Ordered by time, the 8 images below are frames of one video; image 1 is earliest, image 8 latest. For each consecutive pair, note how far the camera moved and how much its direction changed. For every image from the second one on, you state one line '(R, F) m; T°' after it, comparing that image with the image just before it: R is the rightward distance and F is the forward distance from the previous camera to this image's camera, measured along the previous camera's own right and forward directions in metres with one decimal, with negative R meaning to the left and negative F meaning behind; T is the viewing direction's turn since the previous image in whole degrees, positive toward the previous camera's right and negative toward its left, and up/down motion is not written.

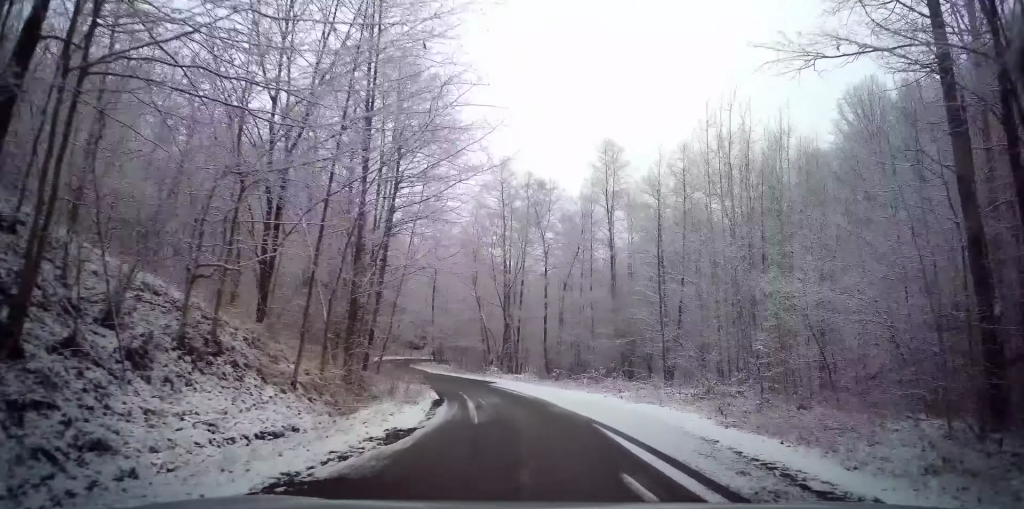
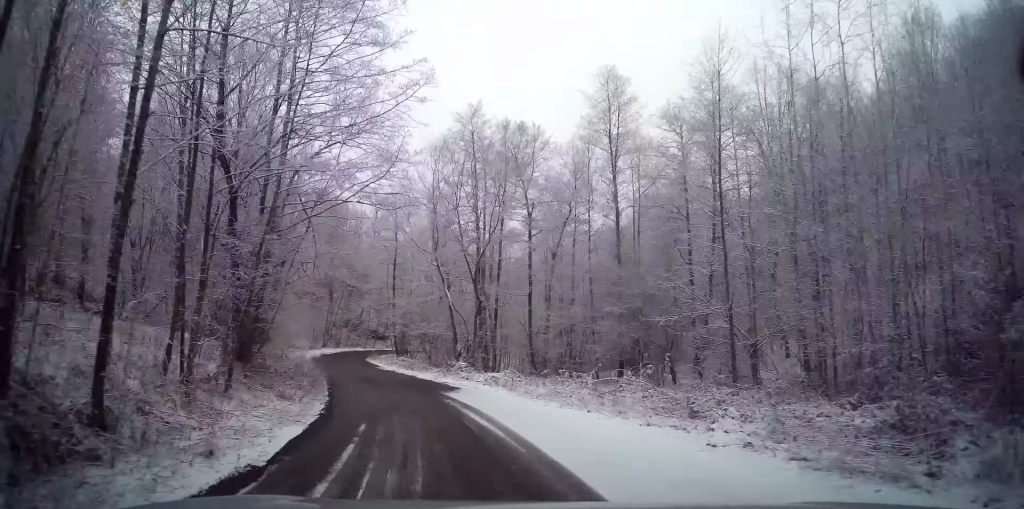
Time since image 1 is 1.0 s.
(+0.7, +11.8) m; +7°
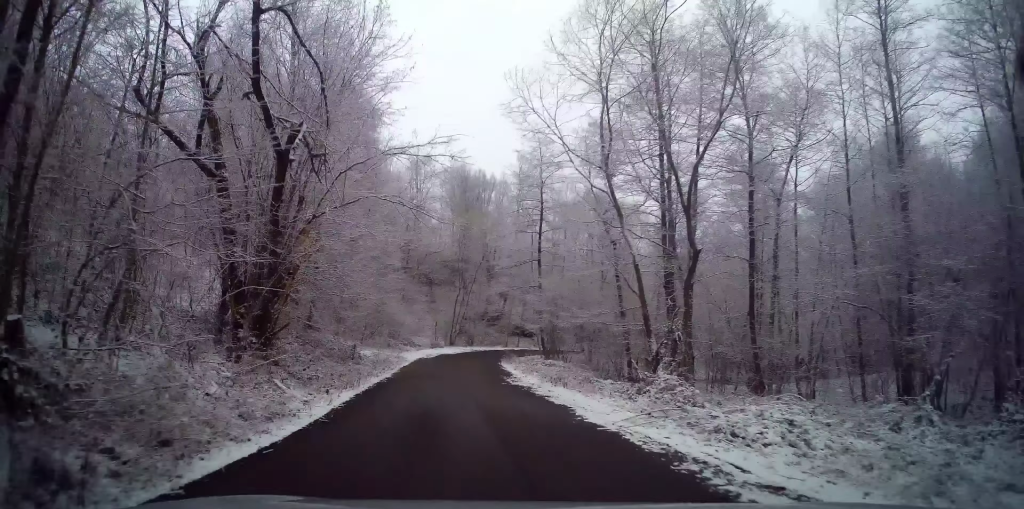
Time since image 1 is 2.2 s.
(+0.3, +14.4) m; -6°
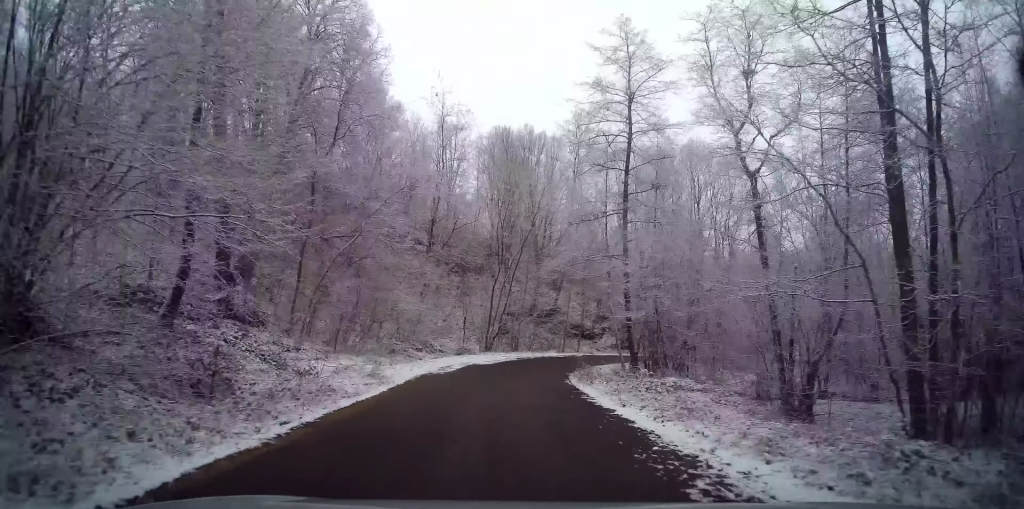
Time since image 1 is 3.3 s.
(-1.7, +14.2) m; -7°
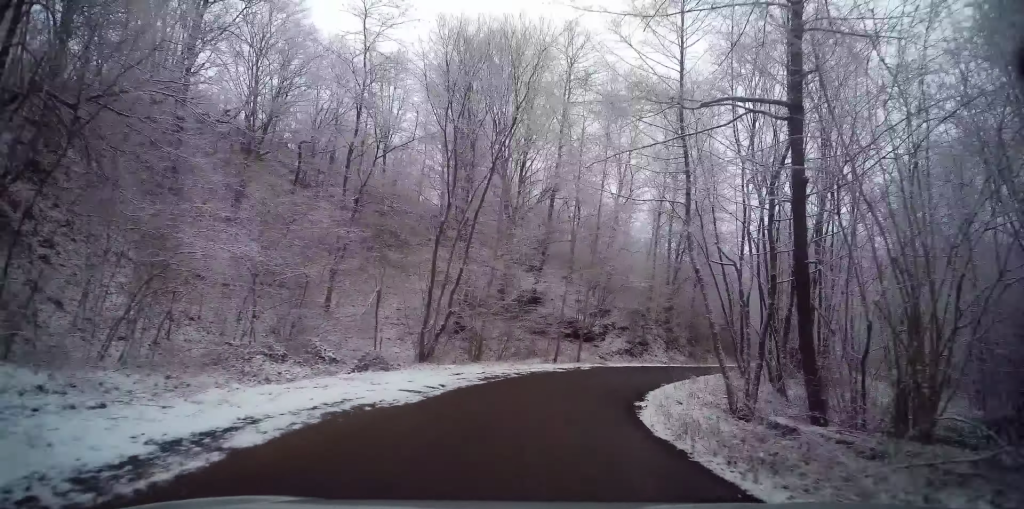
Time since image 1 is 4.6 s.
(0.0, +16.3) m; +4°
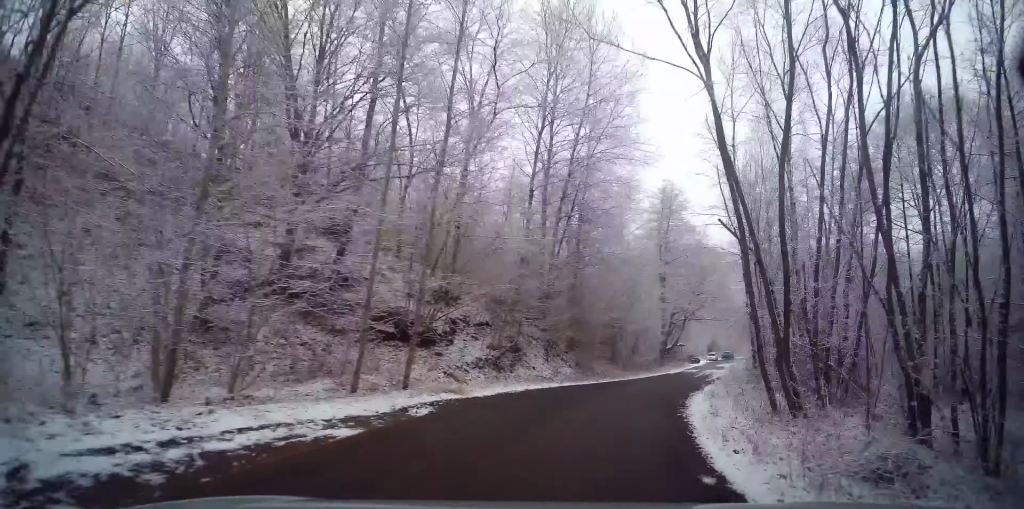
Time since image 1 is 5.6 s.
(+1.0, +14.5) m; +10°
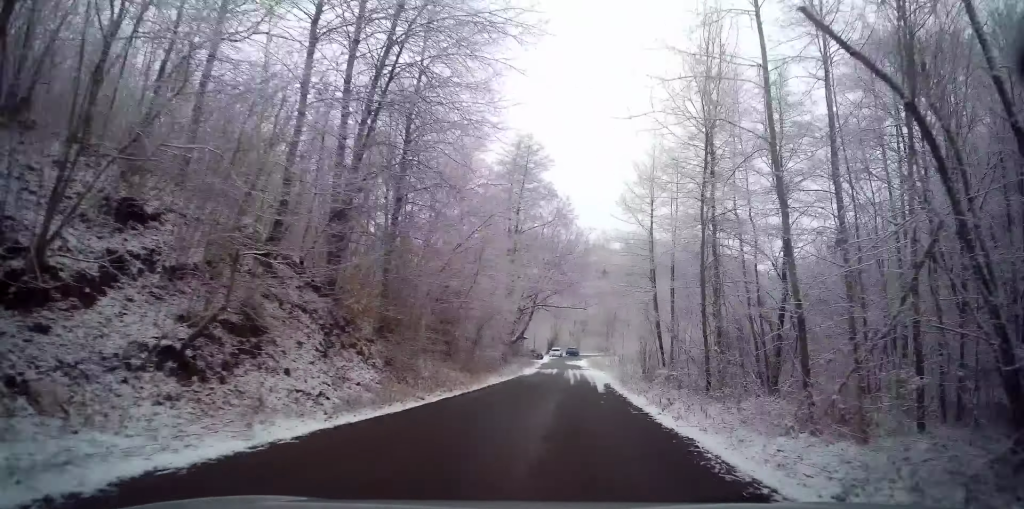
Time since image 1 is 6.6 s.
(+1.2, +13.0) m; +11°
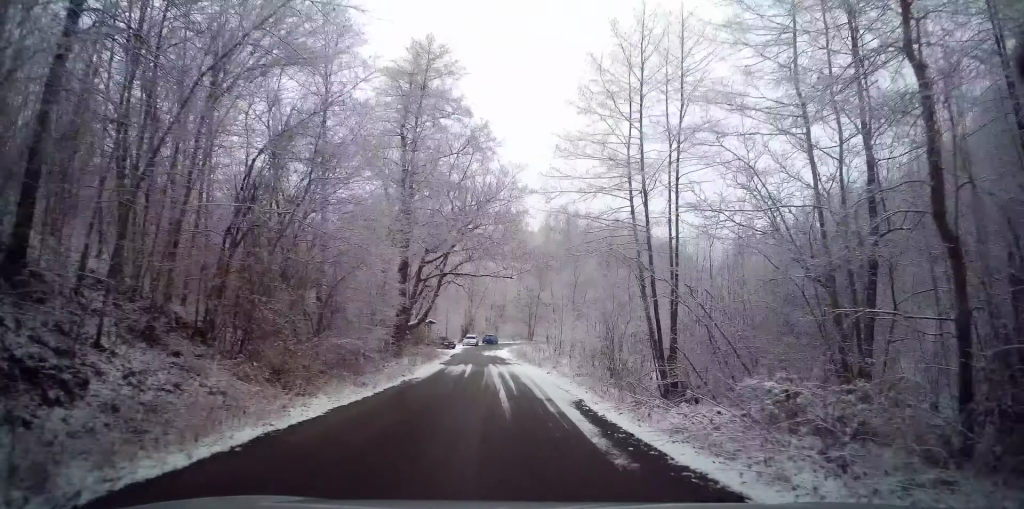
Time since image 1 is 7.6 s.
(+1.5, +14.3) m; +11°
